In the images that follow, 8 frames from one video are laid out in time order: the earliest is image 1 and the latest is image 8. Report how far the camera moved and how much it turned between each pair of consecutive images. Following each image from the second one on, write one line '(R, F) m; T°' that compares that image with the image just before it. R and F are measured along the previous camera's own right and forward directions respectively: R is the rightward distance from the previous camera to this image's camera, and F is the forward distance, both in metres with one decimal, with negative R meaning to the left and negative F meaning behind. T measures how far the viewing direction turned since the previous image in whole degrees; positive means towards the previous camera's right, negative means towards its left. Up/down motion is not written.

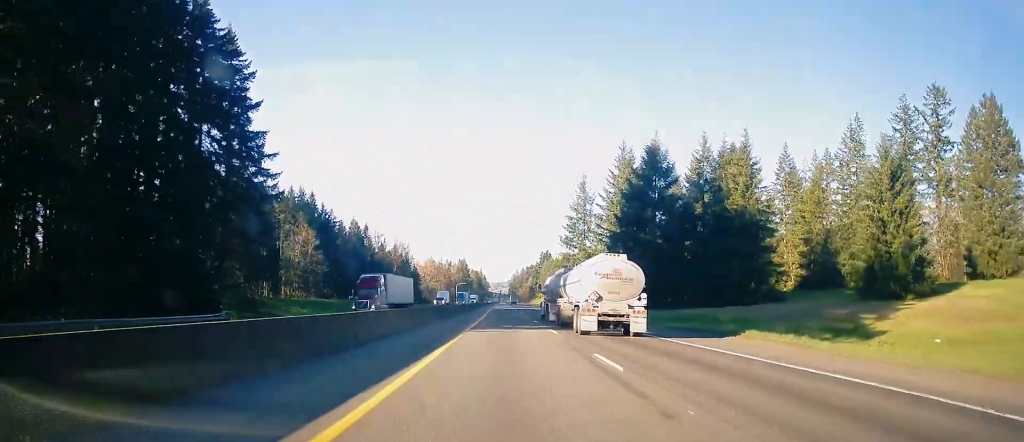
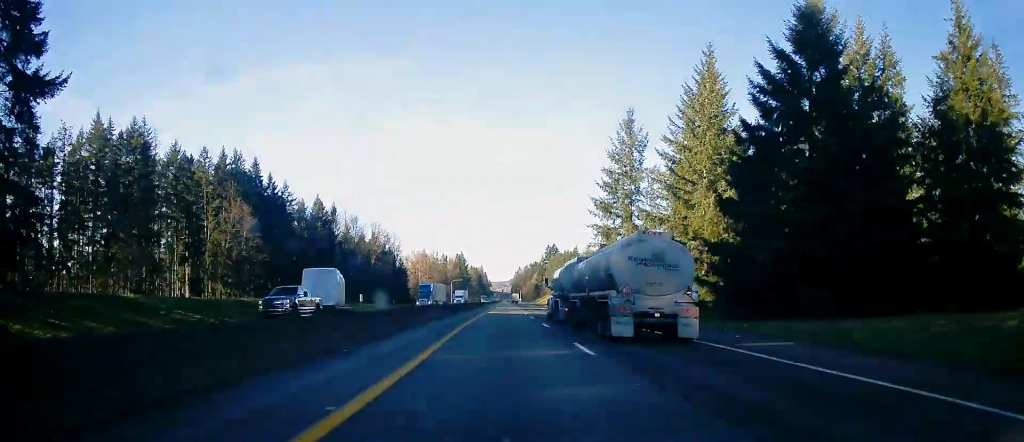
(-0.3, +46.8) m; 0°
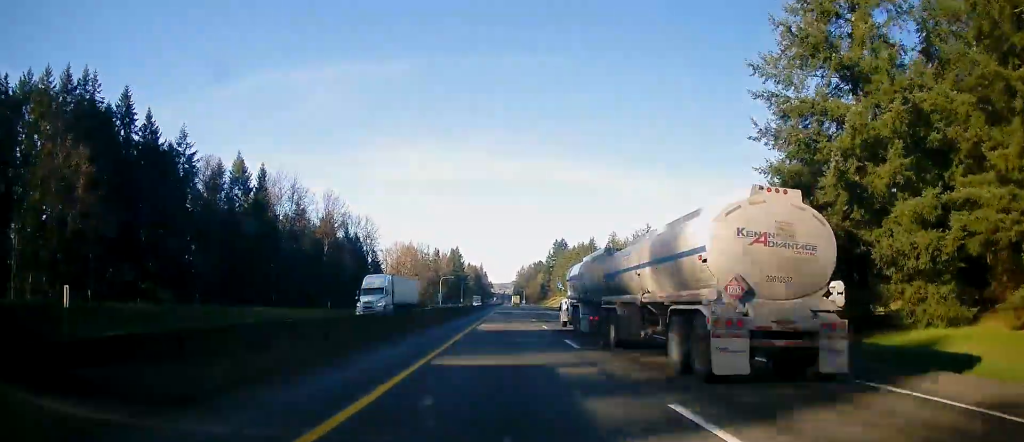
(0.0, +57.9) m; 0°
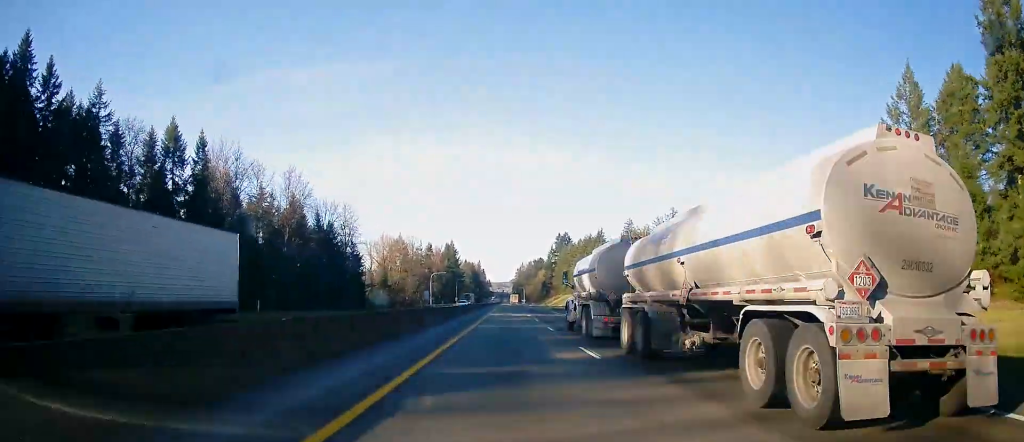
(0.0, +29.0) m; 0°
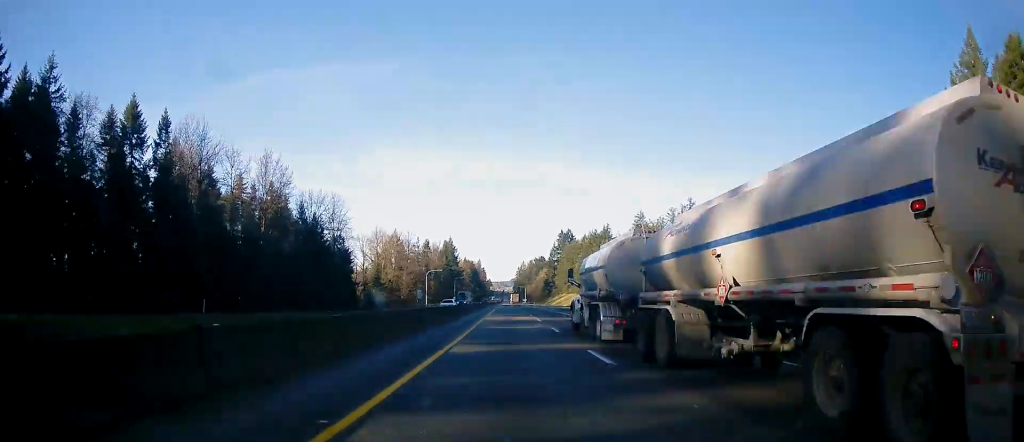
(-0.1, +13.4) m; 0°
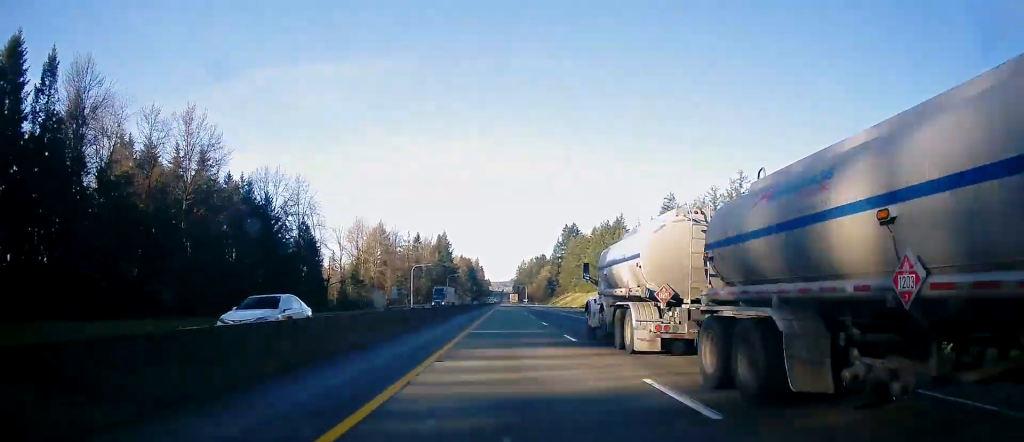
(+0.2, +30.1) m; 0°
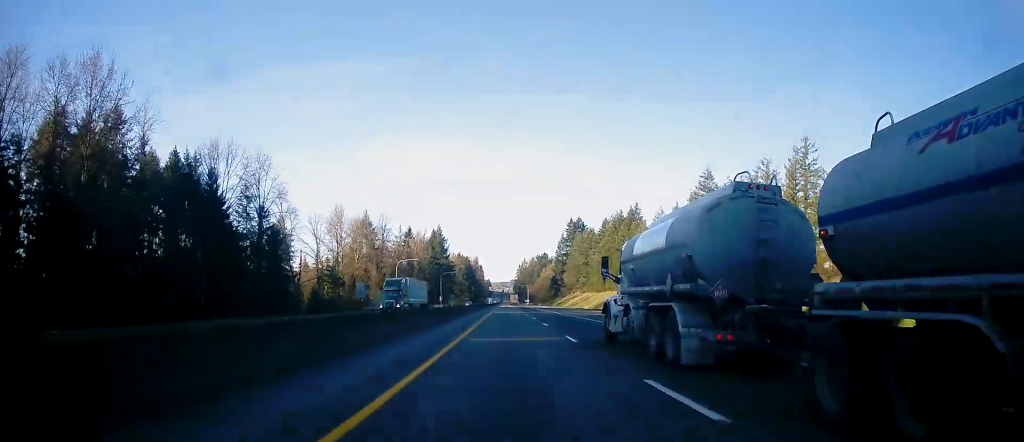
(0.0, +24.5) m; 0°
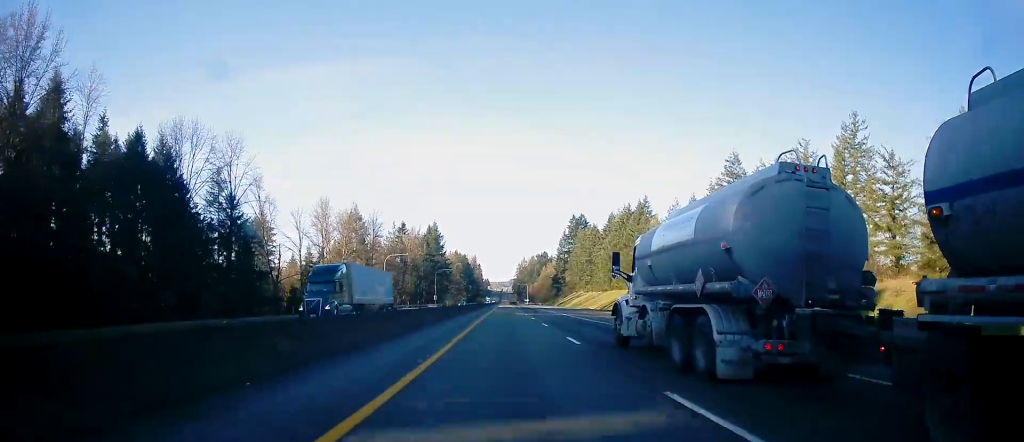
(-0.1, +13.4) m; 0°
